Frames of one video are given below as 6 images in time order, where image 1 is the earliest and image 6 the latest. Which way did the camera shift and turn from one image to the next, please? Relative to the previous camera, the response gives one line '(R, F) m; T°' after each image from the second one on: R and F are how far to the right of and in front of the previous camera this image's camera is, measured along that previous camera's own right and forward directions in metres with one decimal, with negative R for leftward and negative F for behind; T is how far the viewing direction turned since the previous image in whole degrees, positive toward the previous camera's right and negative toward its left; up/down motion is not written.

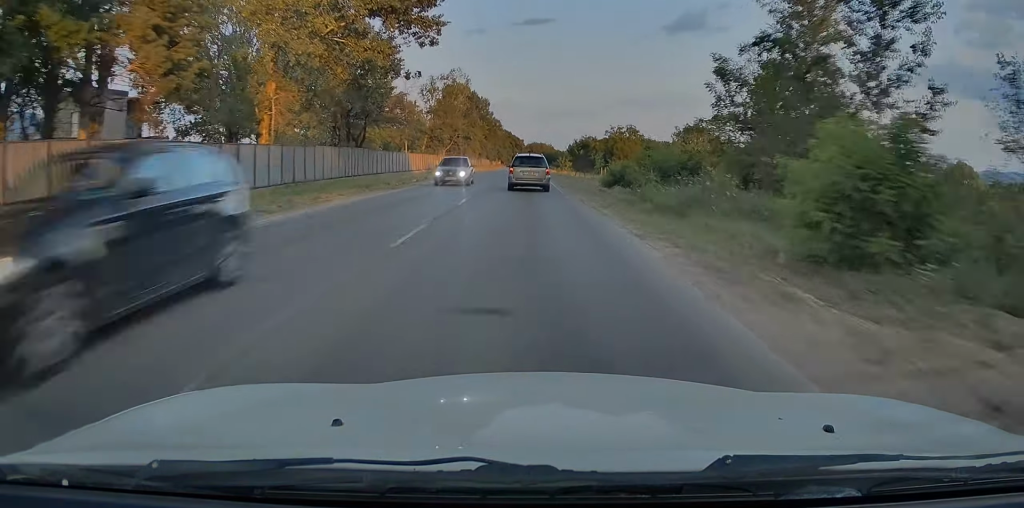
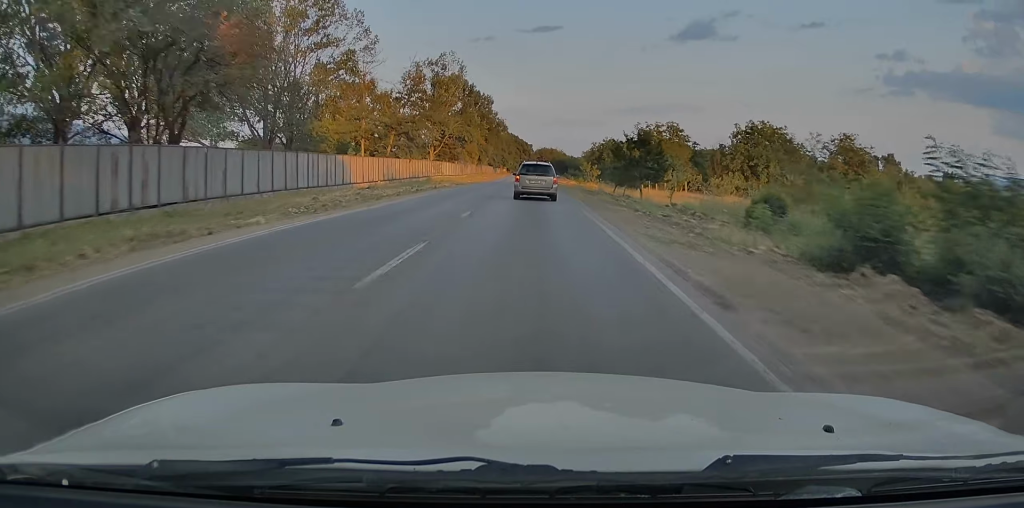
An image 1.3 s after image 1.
(+0.7, +29.2) m; +1°
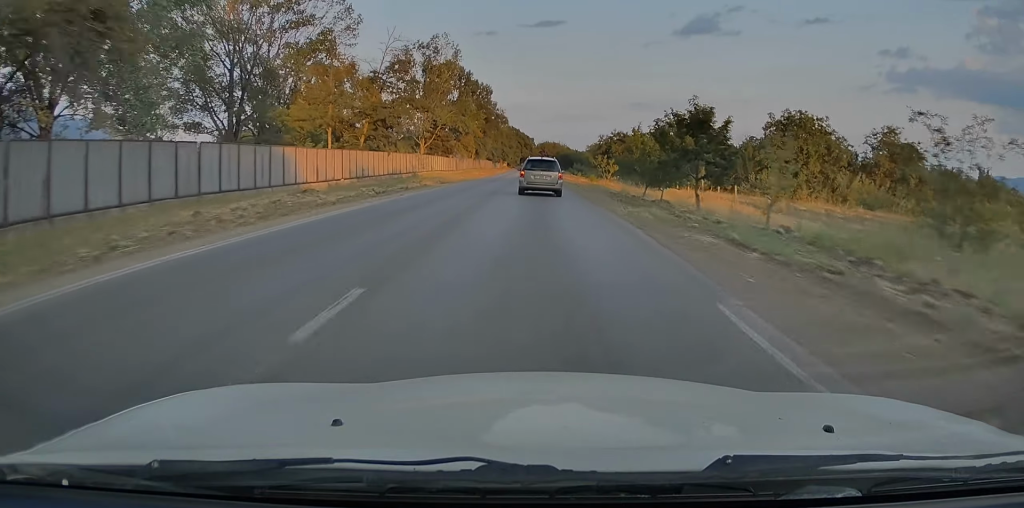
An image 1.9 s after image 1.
(-0.2, +11.7) m; 0°
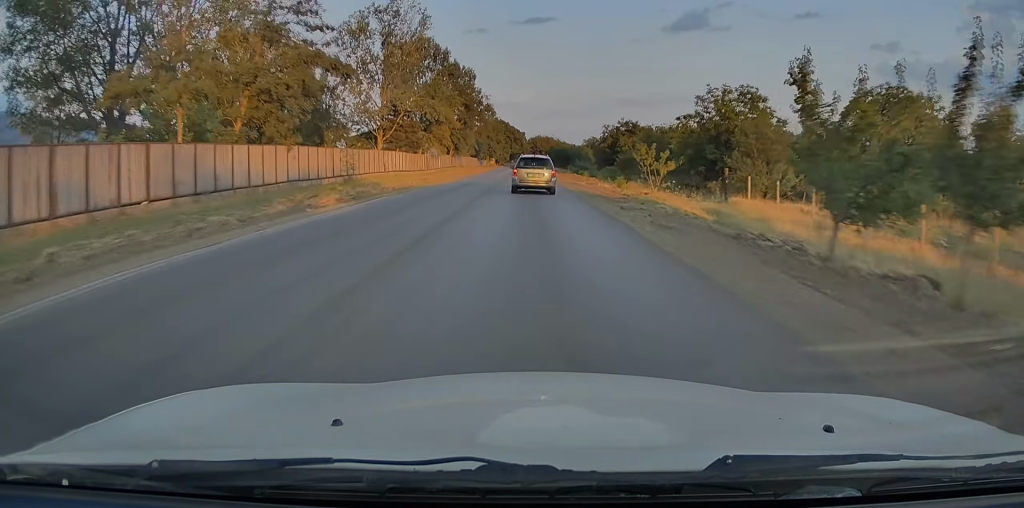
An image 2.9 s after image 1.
(0.0, +23.4) m; +1°
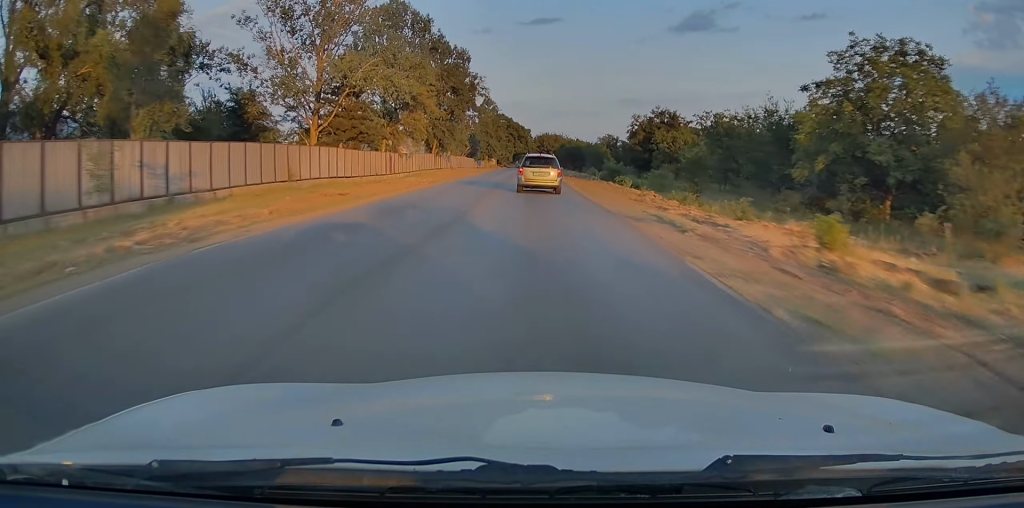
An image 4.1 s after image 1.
(+0.3, +26.4) m; 0°
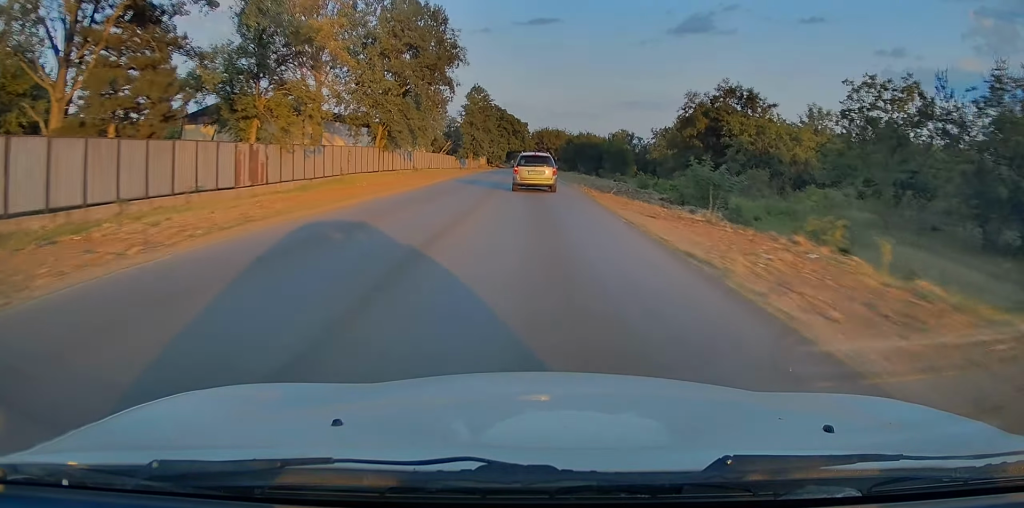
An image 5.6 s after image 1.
(-0.5, +31.4) m; -1°
